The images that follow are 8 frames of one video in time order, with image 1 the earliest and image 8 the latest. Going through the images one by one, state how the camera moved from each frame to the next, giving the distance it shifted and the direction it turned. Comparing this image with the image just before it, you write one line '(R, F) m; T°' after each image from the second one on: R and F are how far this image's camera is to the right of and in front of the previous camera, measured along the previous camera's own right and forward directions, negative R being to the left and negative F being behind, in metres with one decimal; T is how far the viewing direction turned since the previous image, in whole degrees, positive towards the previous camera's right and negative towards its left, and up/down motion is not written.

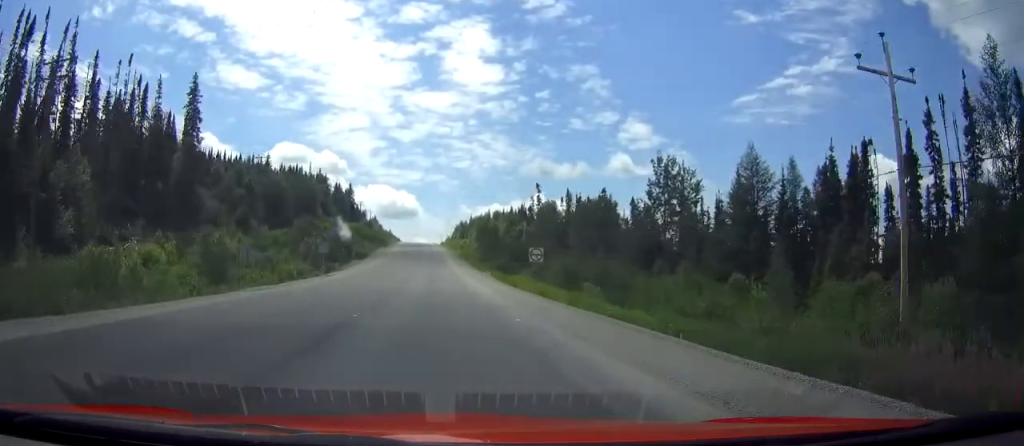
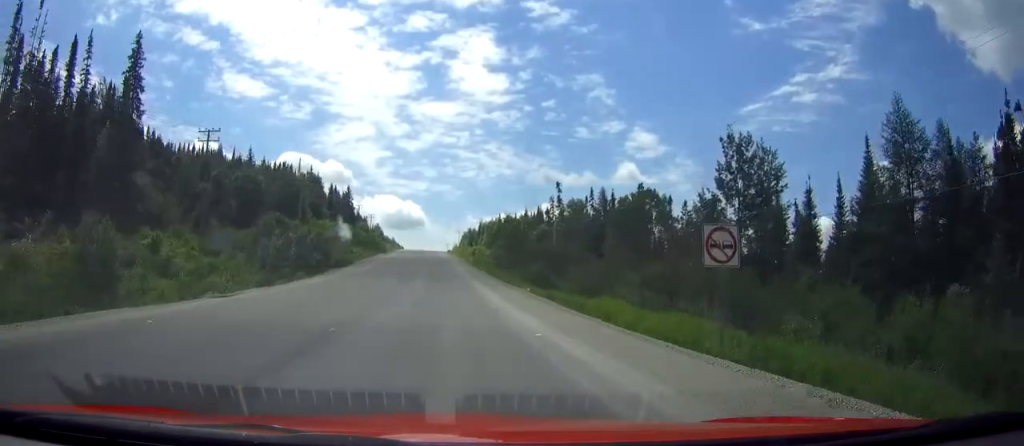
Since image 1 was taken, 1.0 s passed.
(0.0, +22.5) m; 0°
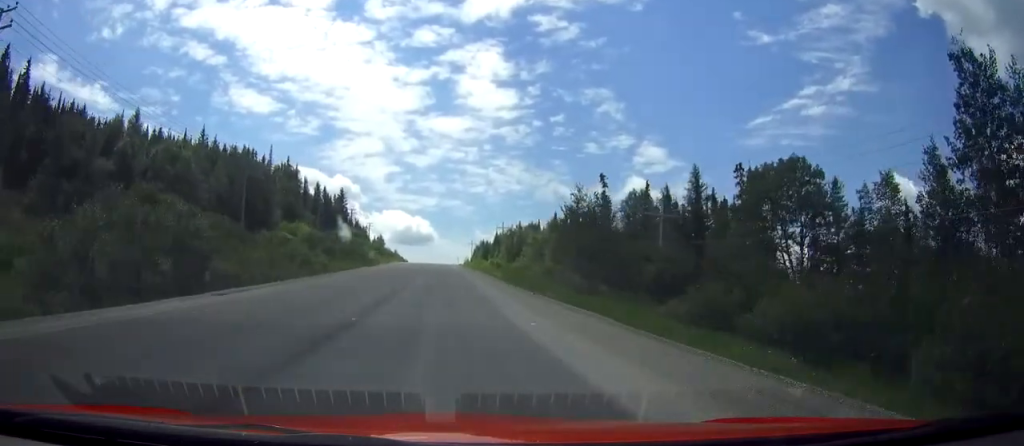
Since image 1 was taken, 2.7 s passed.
(-0.4, +37.4) m; -1°
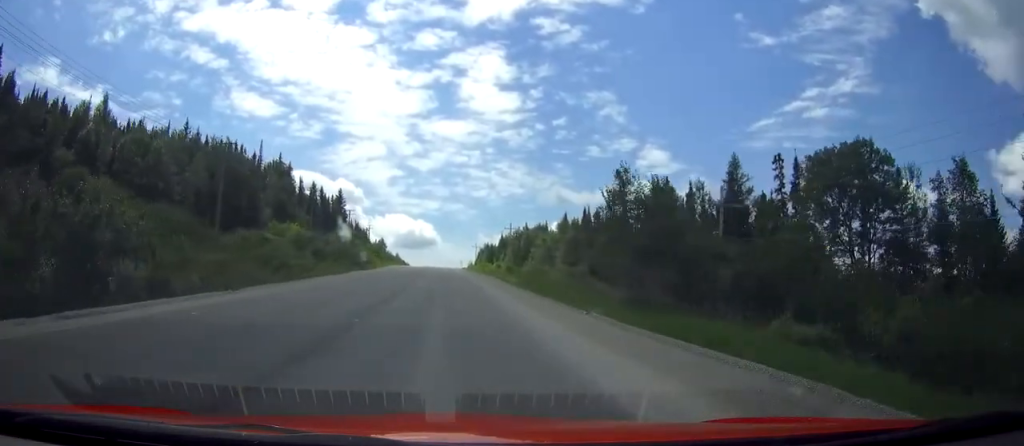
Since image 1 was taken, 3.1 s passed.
(0.0, +9.7) m; 0°
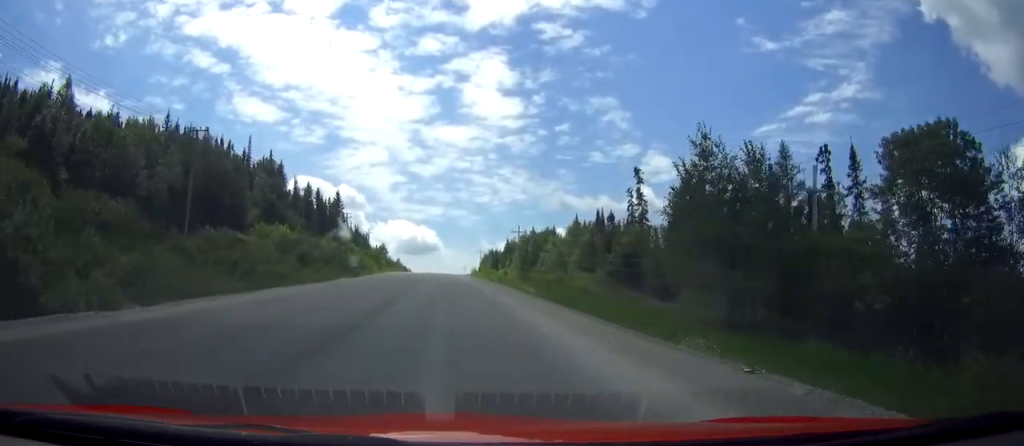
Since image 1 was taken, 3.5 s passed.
(0.0, +9.6) m; 0°
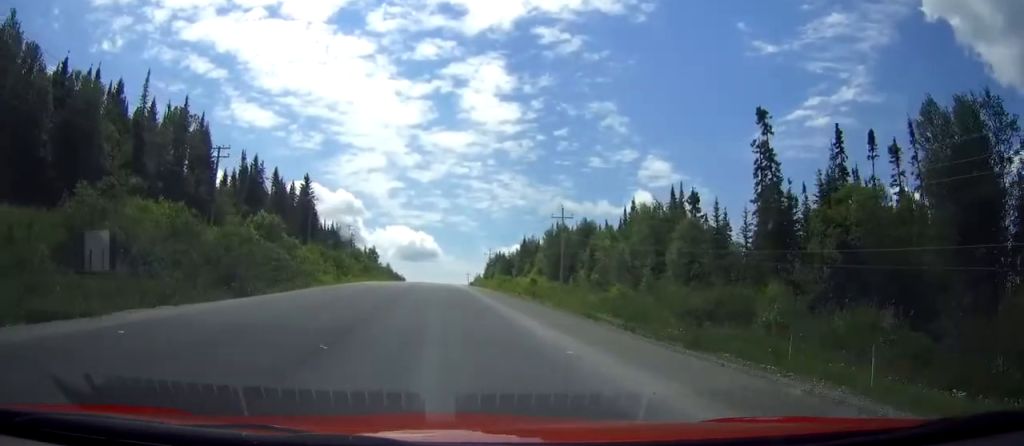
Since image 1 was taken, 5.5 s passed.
(-0.1, +44.3) m; 0°
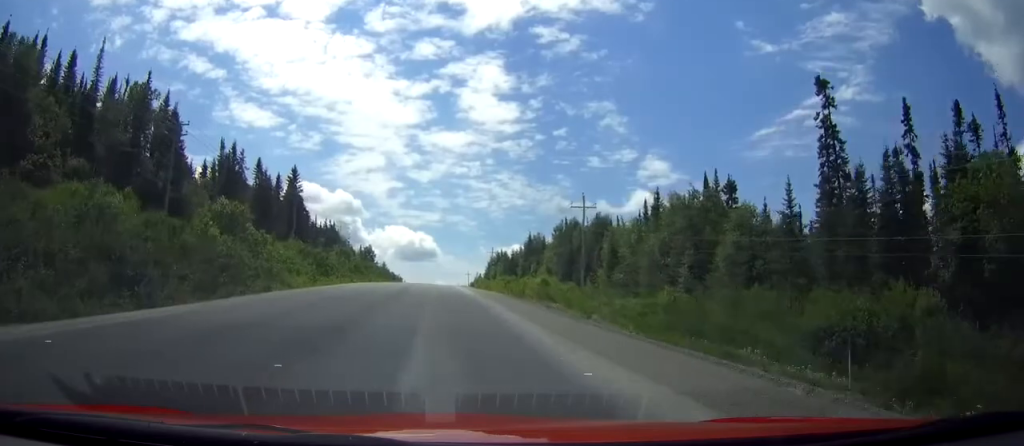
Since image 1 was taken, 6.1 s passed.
(0.0, +11.9) m; 0°
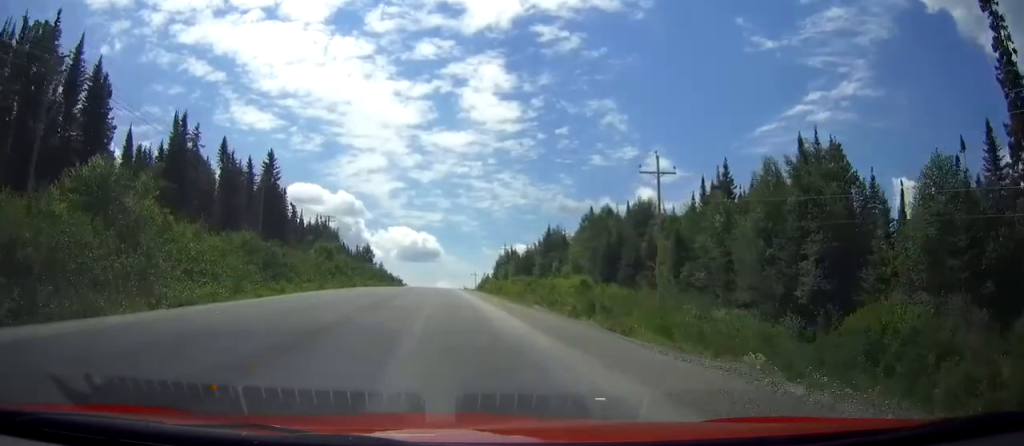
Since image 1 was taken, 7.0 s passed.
(-0.1, +21.6) m; 0°
